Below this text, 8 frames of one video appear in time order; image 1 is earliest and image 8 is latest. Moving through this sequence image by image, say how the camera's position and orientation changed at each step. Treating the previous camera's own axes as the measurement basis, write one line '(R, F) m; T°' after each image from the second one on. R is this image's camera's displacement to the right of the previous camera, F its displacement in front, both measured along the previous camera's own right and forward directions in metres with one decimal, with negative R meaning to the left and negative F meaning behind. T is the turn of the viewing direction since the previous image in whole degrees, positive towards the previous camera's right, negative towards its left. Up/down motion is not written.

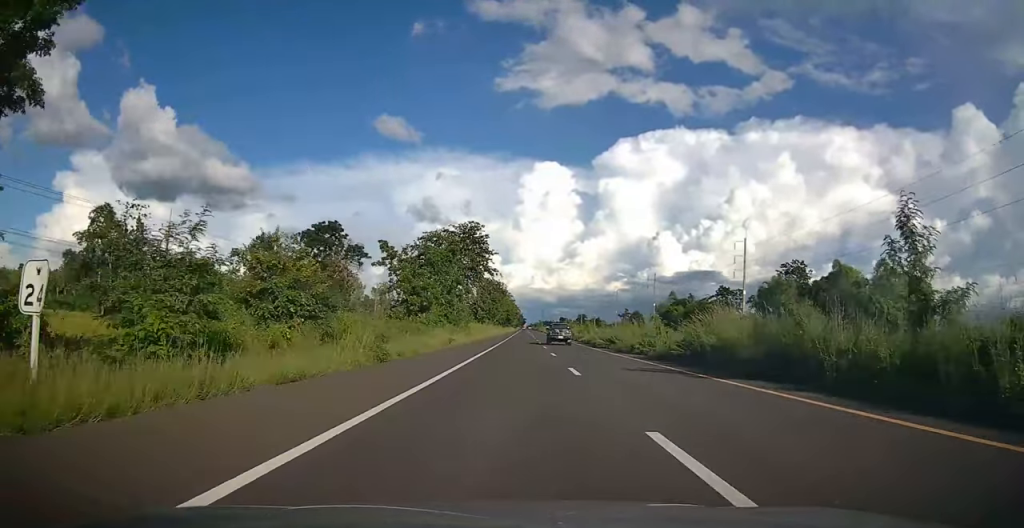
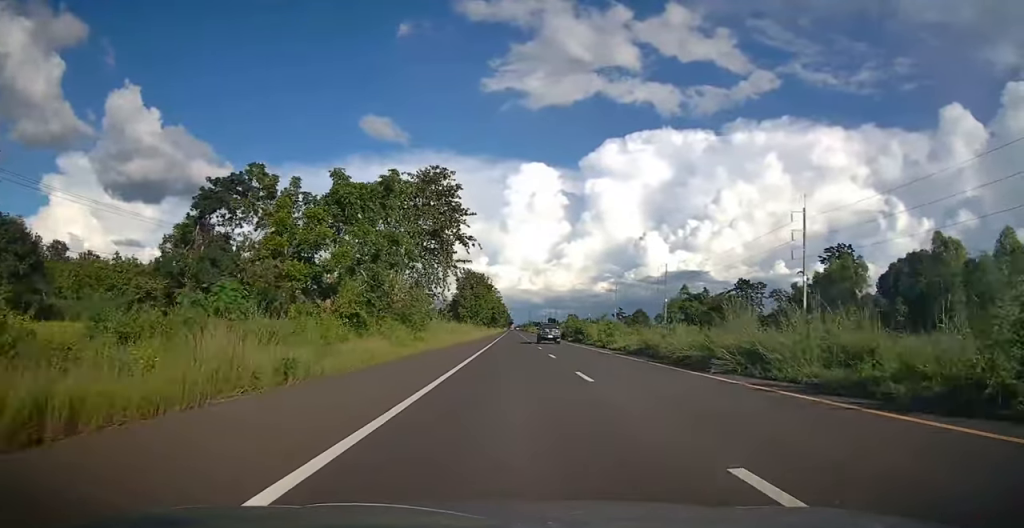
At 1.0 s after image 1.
(+0.1, +26.0) m; 0°
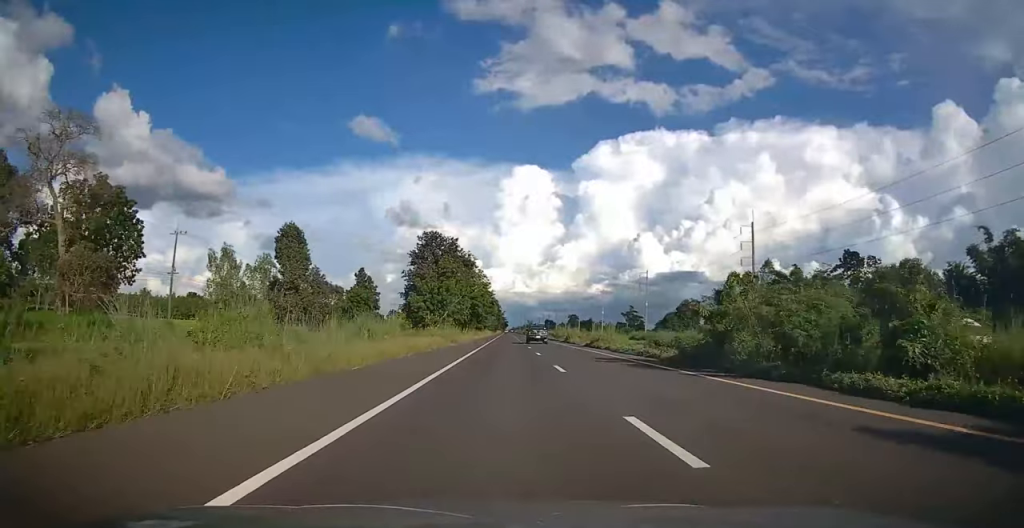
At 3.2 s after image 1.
(+1.0, +57.0) m; +2°
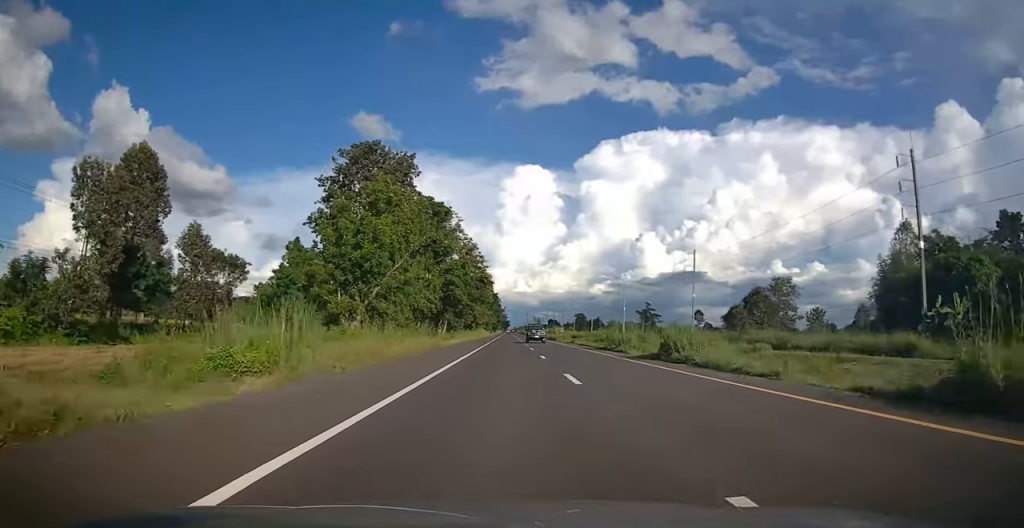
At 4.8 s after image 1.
(0.0, +39.9) m; 0°
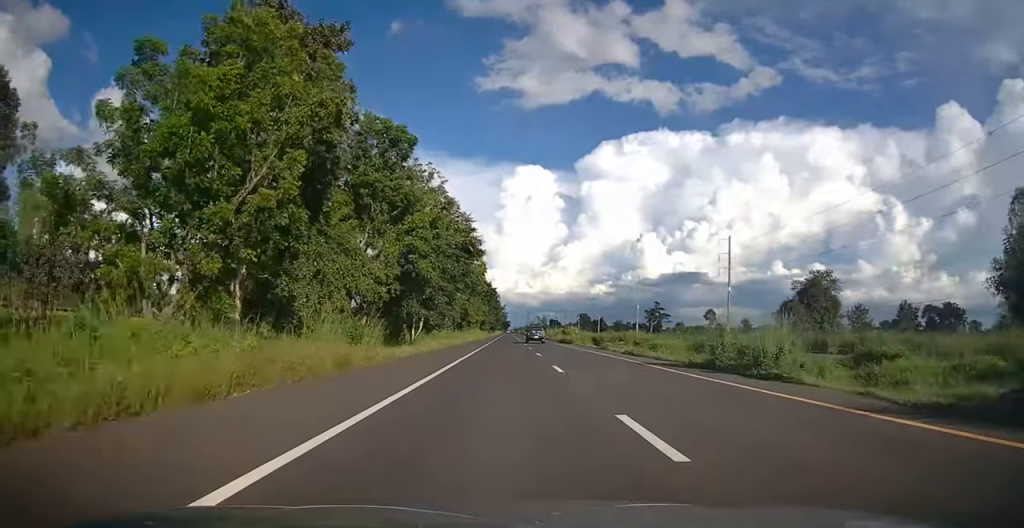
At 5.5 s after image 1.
(0.0, +19.7) m; 0°
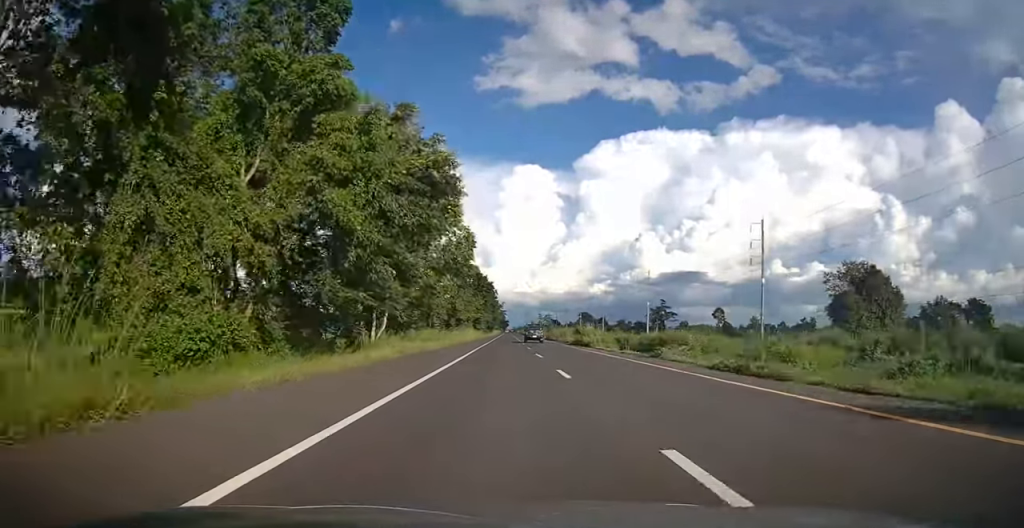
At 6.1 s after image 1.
(-0.1, +14.5) m; 0°
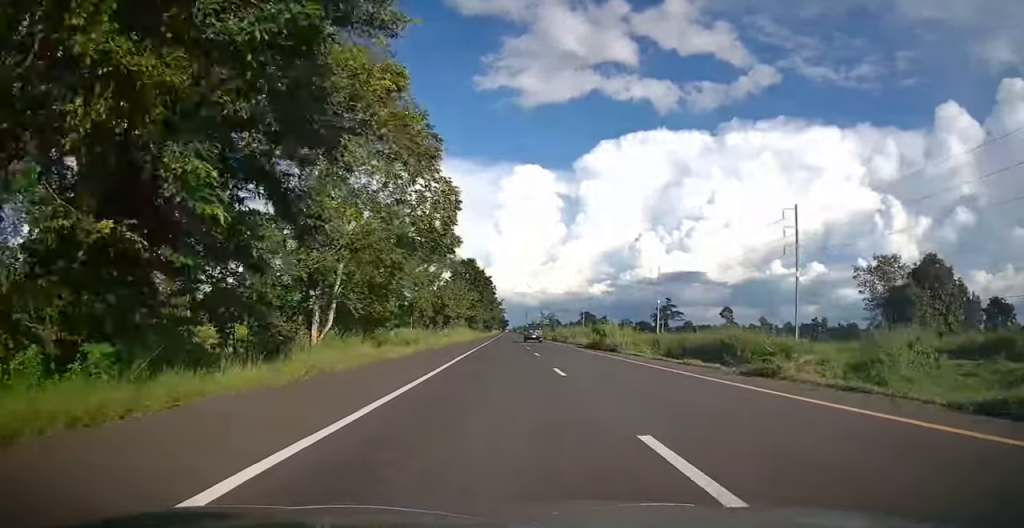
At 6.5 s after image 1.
(0.0, +11.1) m; 0°
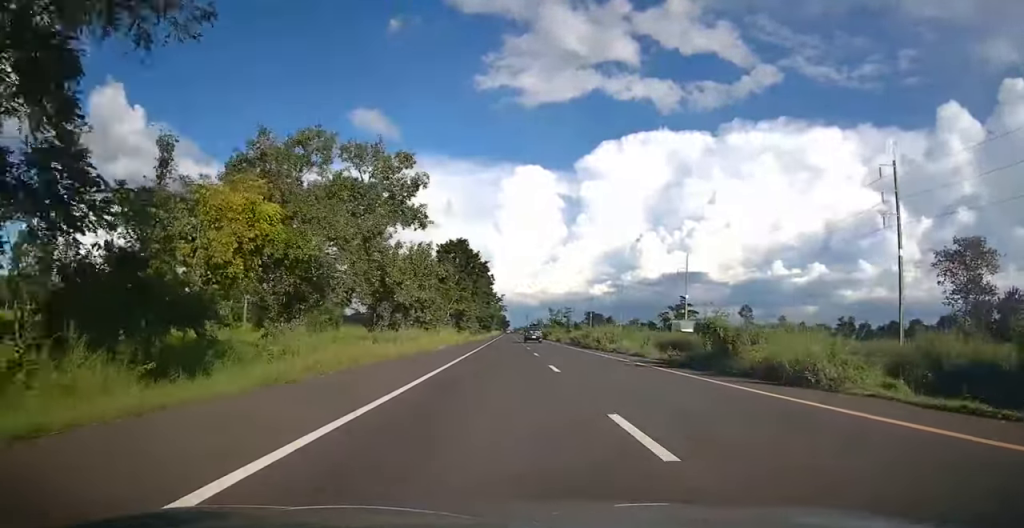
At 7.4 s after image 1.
(0.0, +22.2) m; 0°
